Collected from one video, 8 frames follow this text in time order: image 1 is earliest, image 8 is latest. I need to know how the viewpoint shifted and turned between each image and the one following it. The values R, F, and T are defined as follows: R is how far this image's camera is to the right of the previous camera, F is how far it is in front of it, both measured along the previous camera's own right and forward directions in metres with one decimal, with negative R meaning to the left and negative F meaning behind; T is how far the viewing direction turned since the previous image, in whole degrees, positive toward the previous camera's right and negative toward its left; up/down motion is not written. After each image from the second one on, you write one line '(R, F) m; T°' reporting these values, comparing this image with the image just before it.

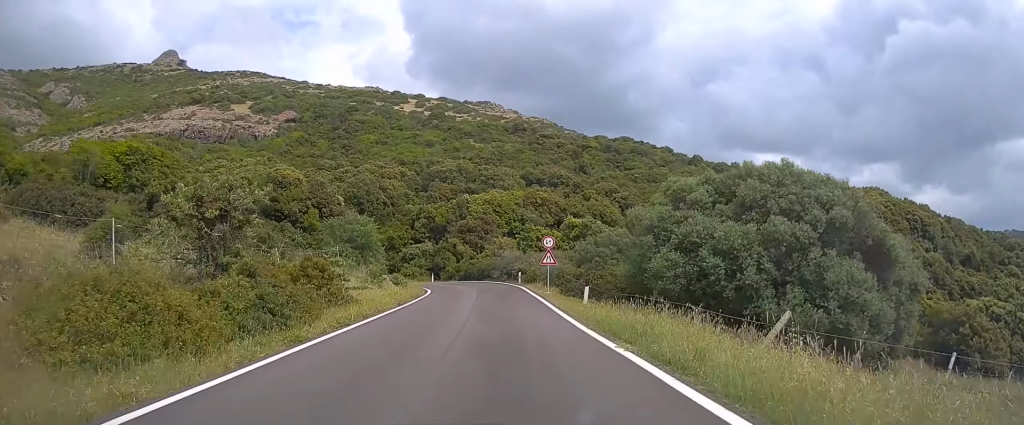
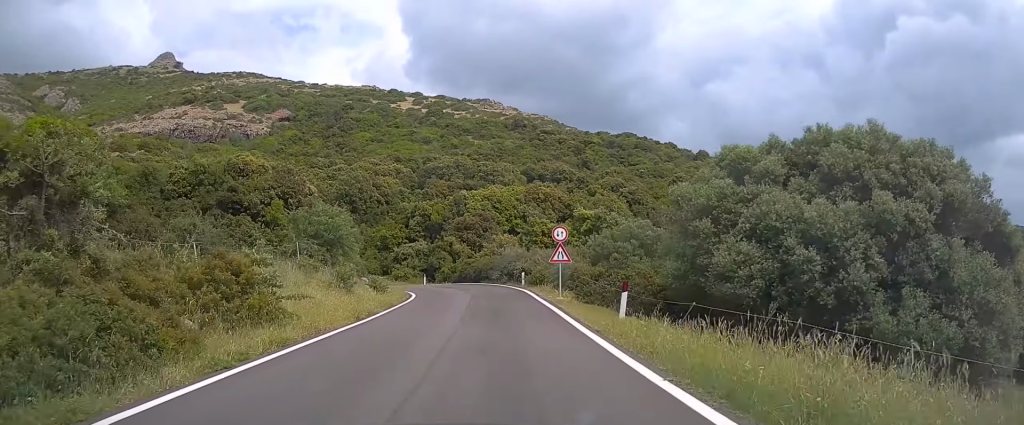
(+0.1, +6.4) m; 0°
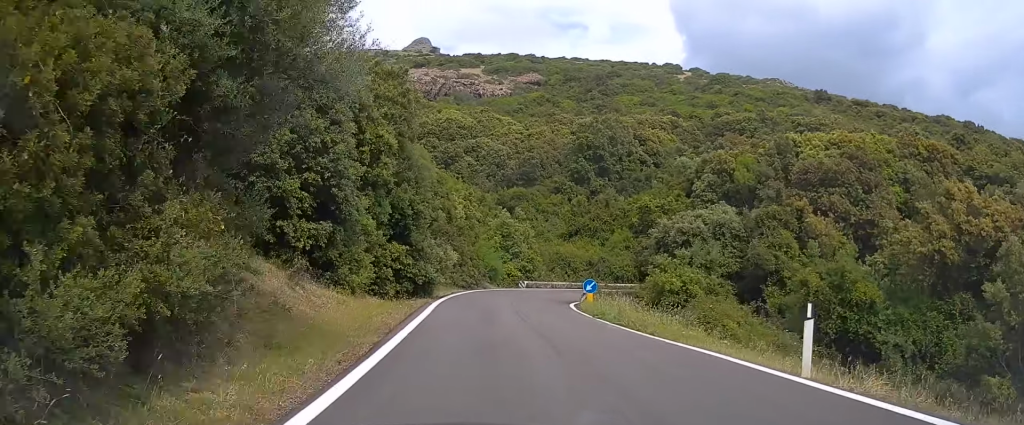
(-7.4, +44.4) m; -22°
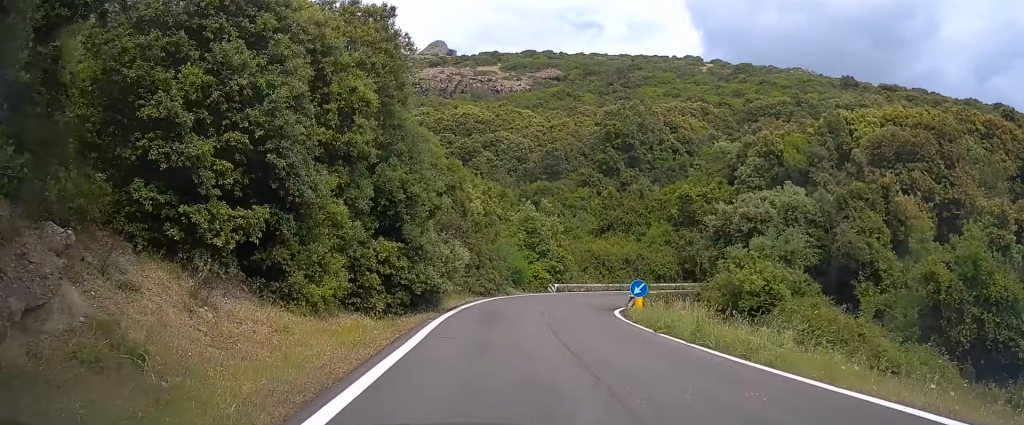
(-0.2, +5.6) m; -2°
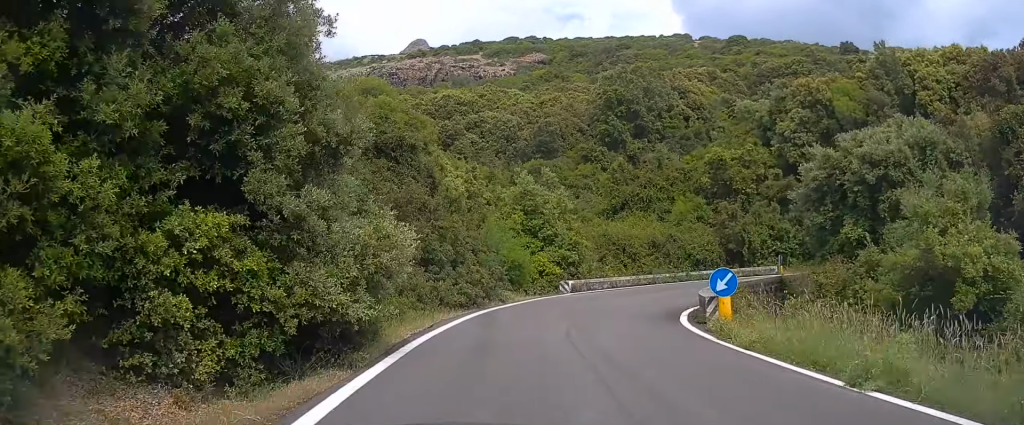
(-0.2, +9.2) m; +2°
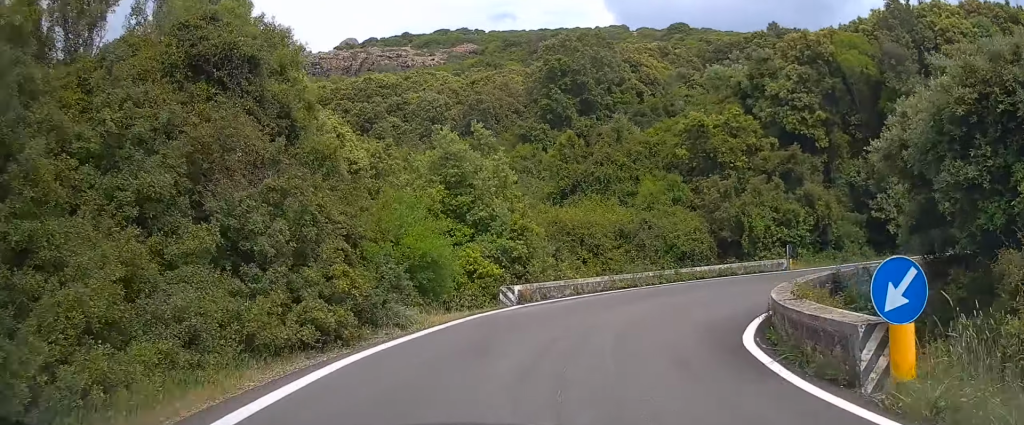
(-0.1, +8.0) m; +8°
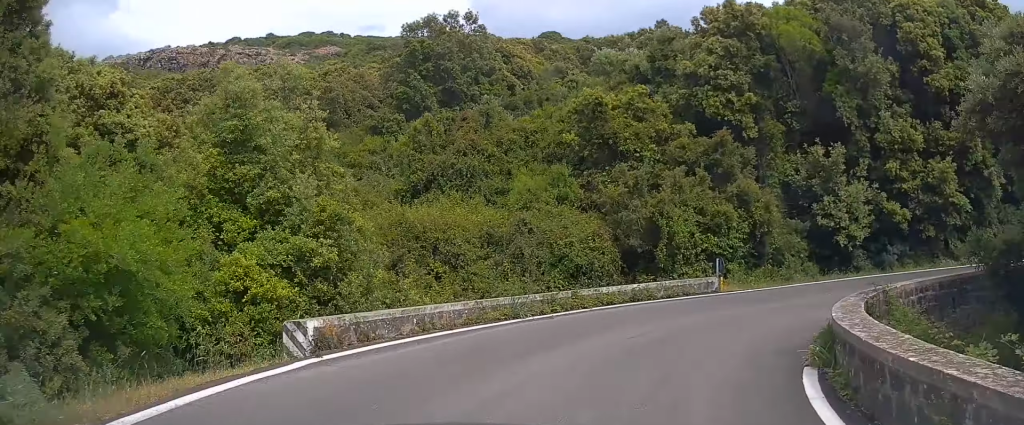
(+0.6, +6.3) m; +18°
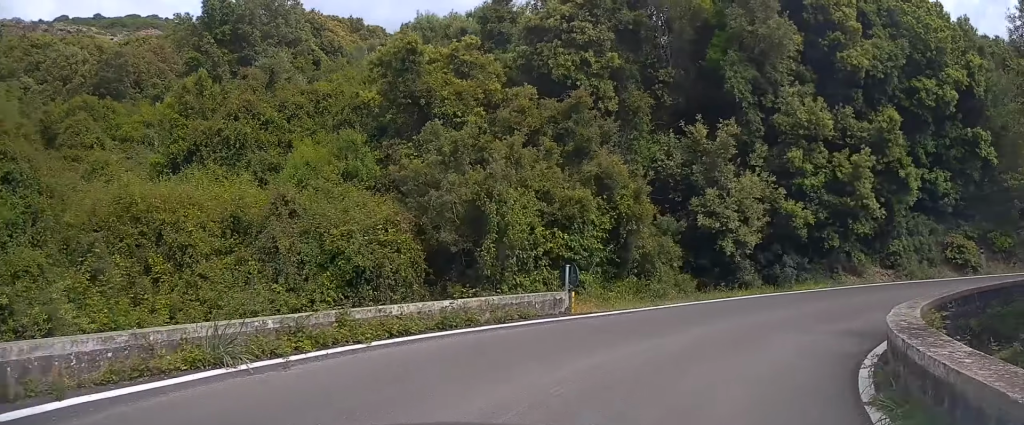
(+0.8, +5.2) m; +21°
